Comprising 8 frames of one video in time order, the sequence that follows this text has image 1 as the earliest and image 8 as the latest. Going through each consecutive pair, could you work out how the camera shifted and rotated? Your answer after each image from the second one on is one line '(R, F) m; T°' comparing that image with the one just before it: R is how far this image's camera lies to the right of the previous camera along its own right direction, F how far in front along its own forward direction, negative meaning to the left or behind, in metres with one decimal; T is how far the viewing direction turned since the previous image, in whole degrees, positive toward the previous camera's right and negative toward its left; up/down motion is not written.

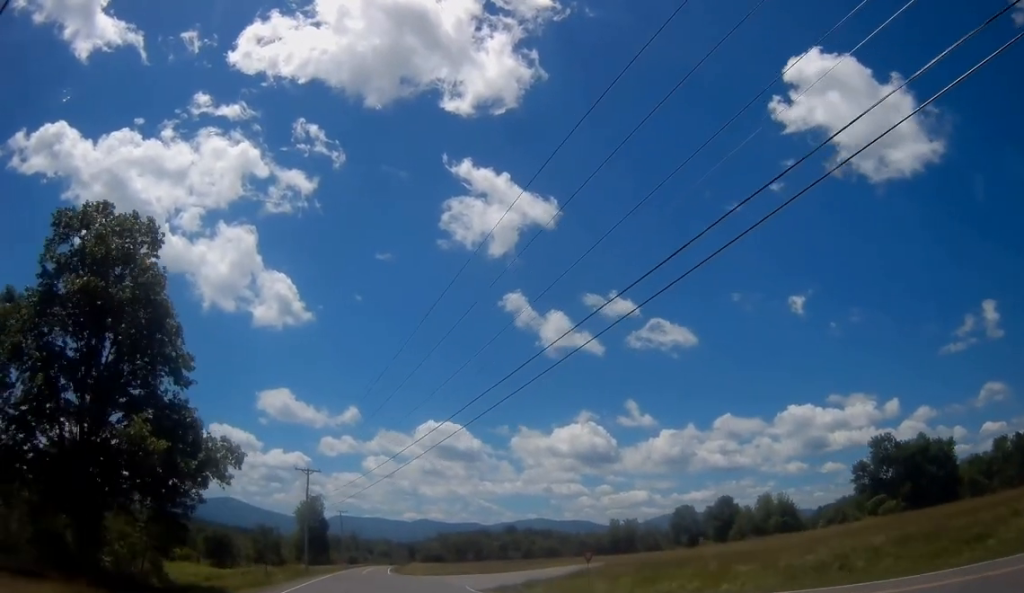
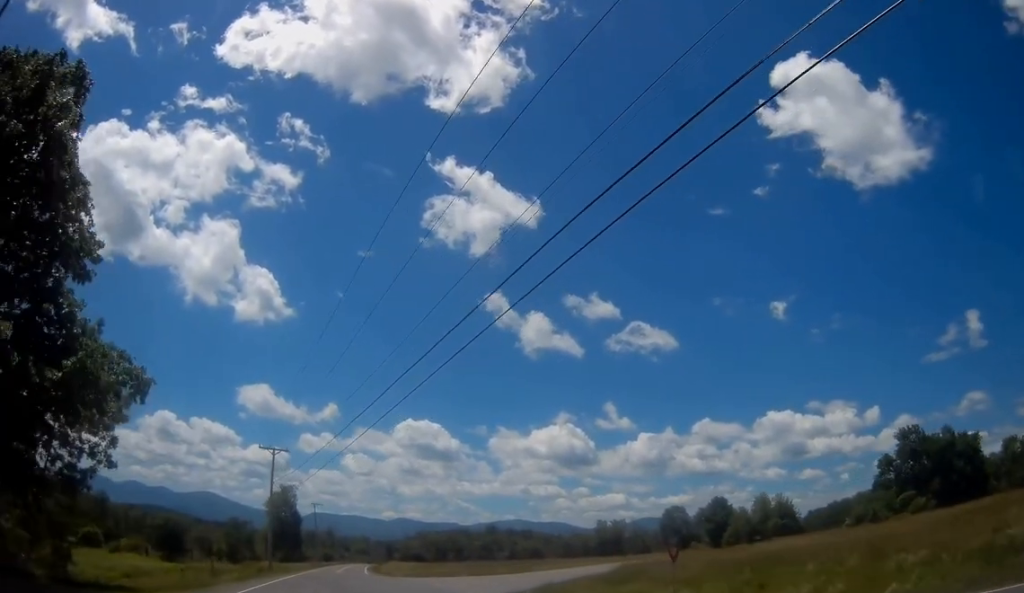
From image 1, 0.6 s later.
(+0.2, +10.5) m; +3°
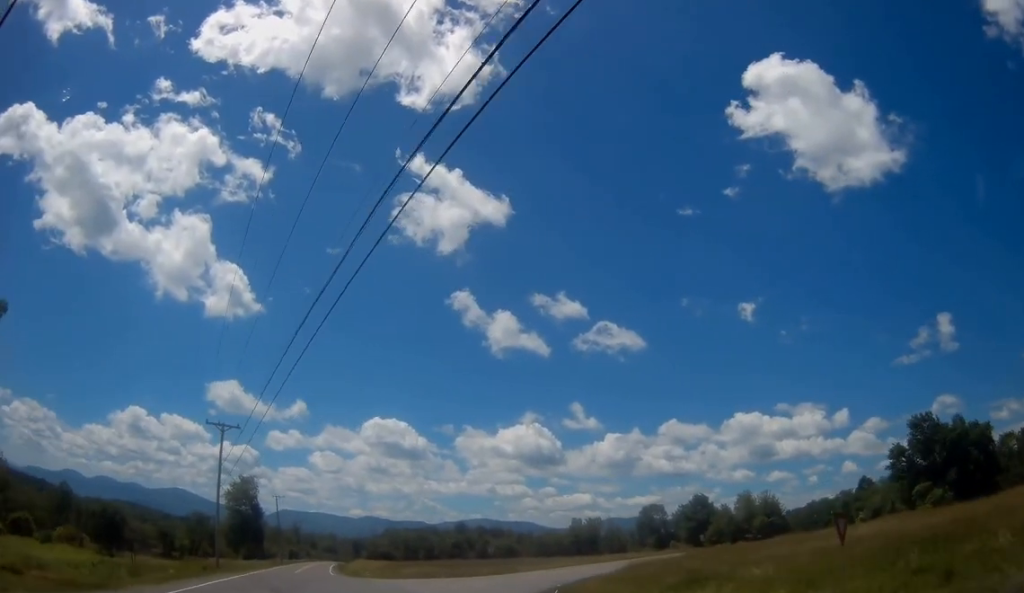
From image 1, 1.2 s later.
(+0.4, +8.6) m; +4°
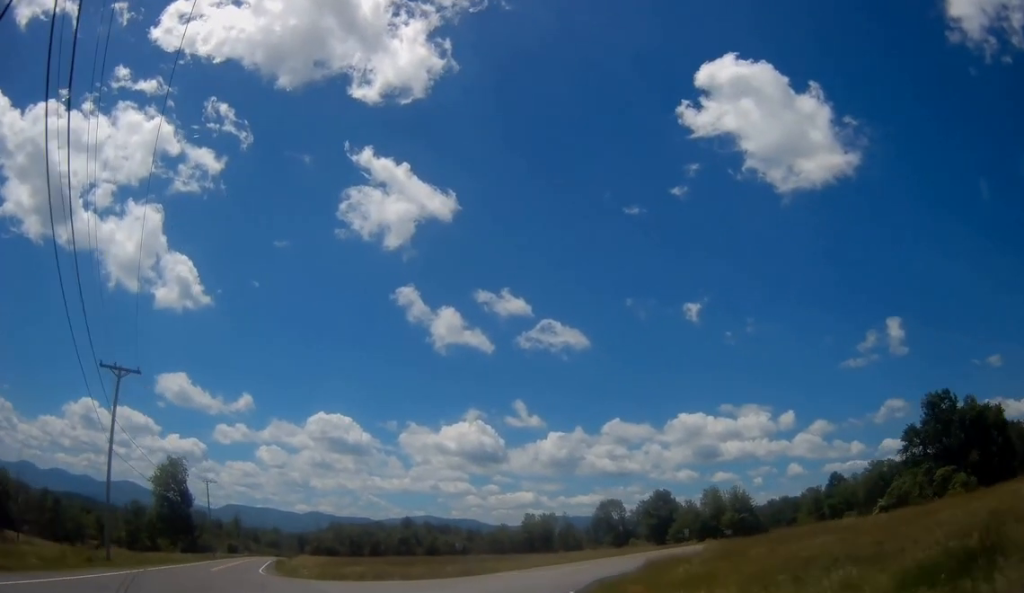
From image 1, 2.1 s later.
(+0.7, +12.6) m; +8°
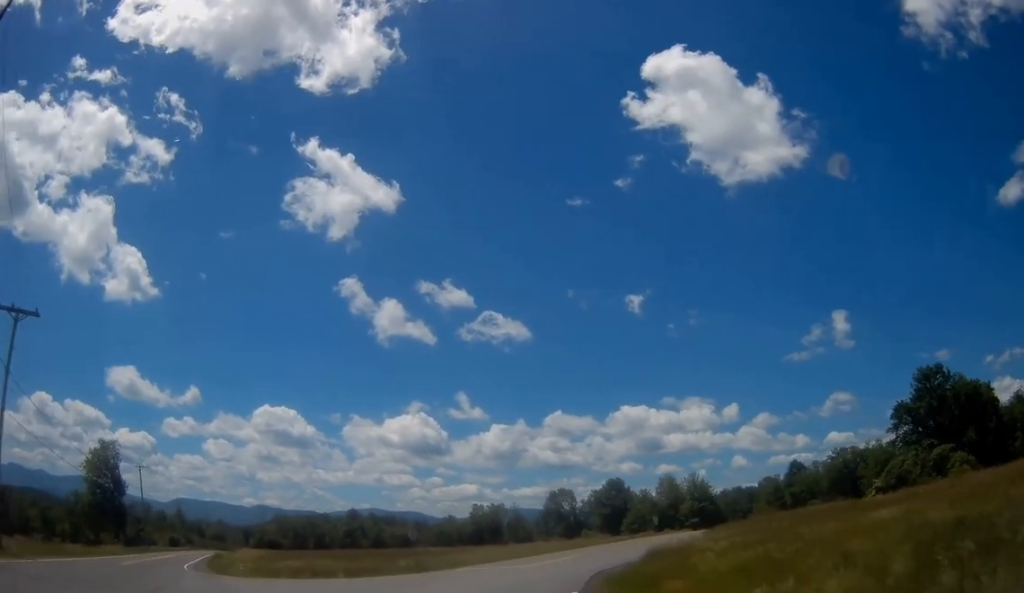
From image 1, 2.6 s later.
(+0.1, +7.9) m; +7°
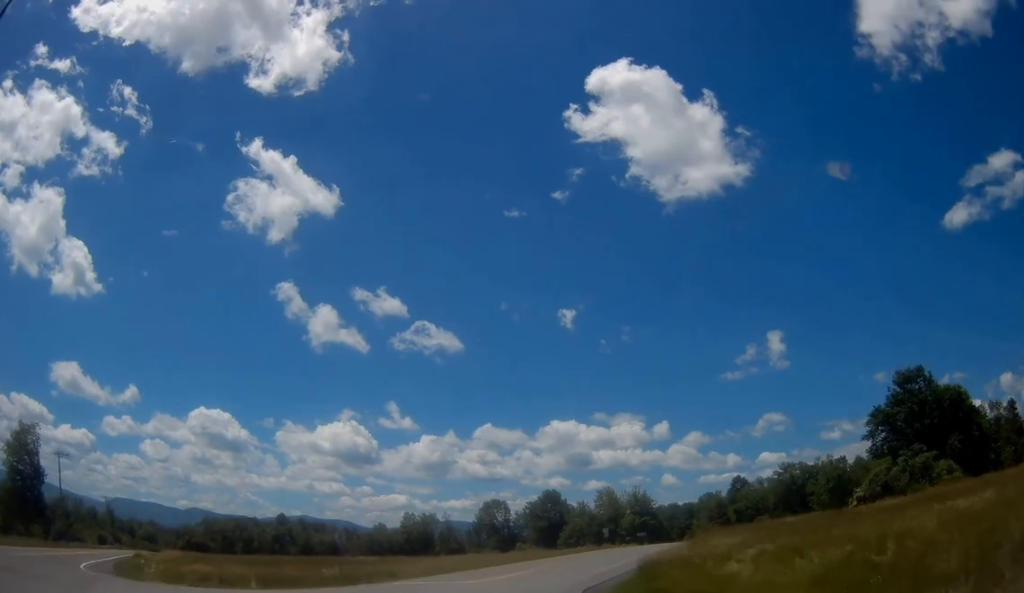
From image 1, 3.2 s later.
(+0.7, +7.2) m; +7°
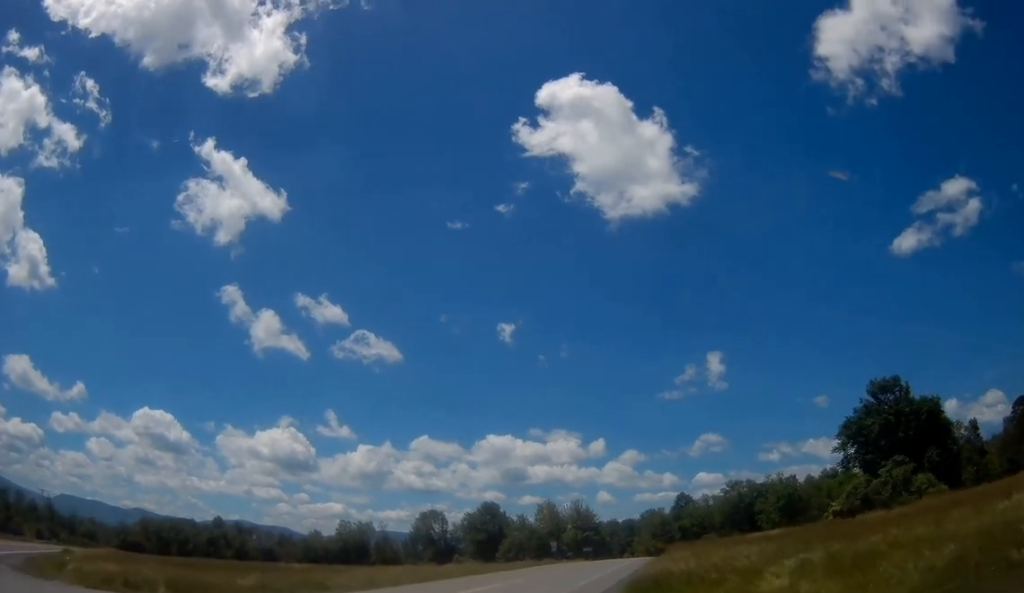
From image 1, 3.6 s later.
(+0.2, +5.5) m; +5°
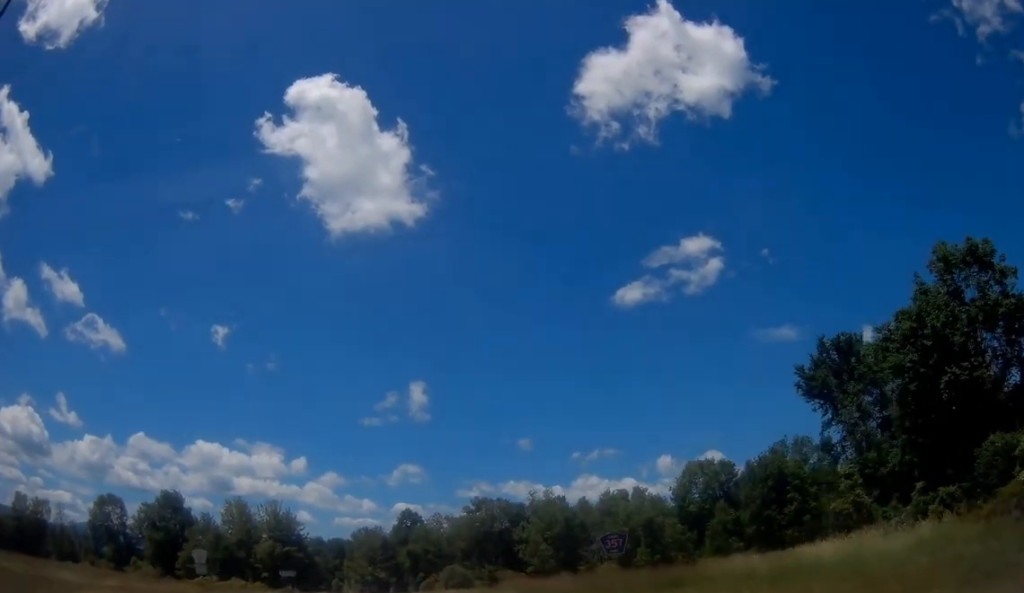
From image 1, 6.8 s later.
(+10.1, +45.3) m; +18°
